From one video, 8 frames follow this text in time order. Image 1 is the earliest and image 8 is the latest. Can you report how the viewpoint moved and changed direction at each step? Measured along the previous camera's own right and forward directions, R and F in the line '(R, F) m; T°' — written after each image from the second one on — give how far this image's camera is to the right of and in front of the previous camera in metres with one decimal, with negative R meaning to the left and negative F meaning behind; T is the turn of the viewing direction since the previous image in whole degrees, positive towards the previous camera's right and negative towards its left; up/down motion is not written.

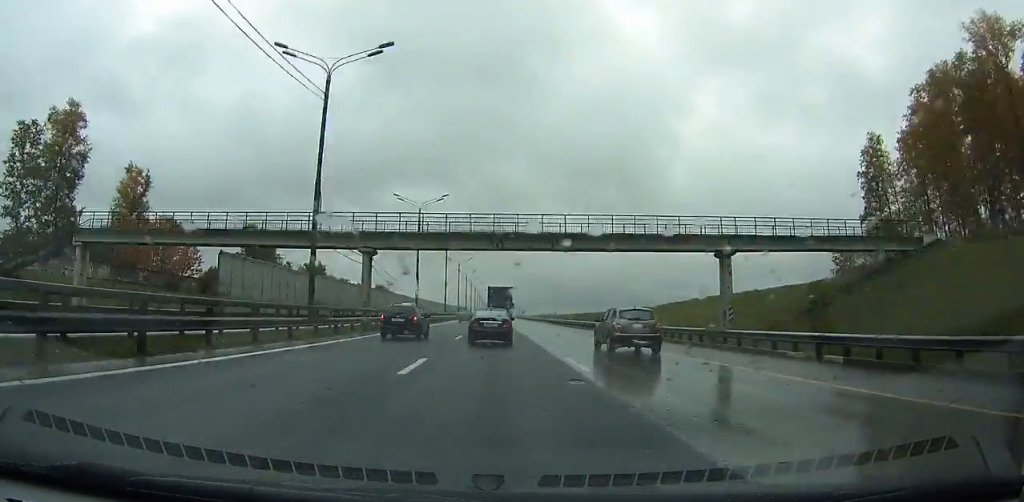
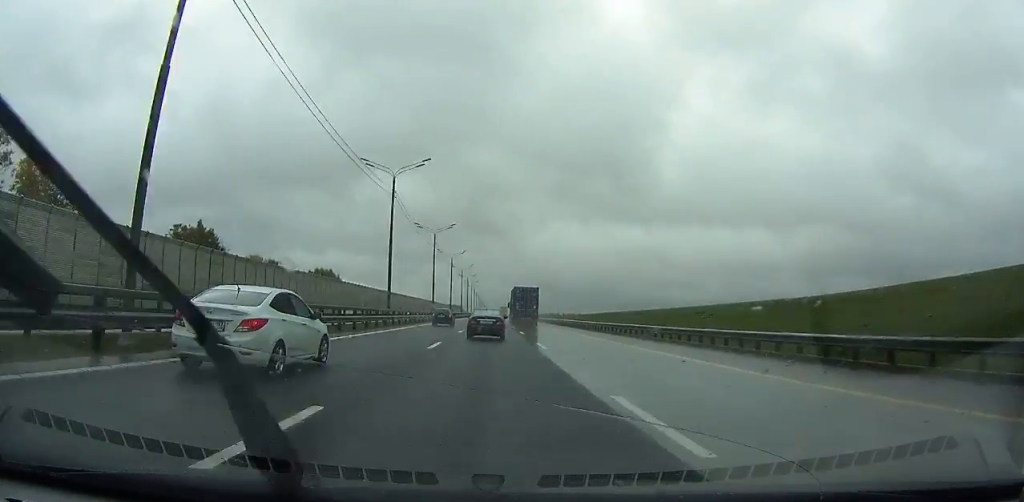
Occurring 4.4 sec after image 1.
(+0.4, +89.5) m; 0°
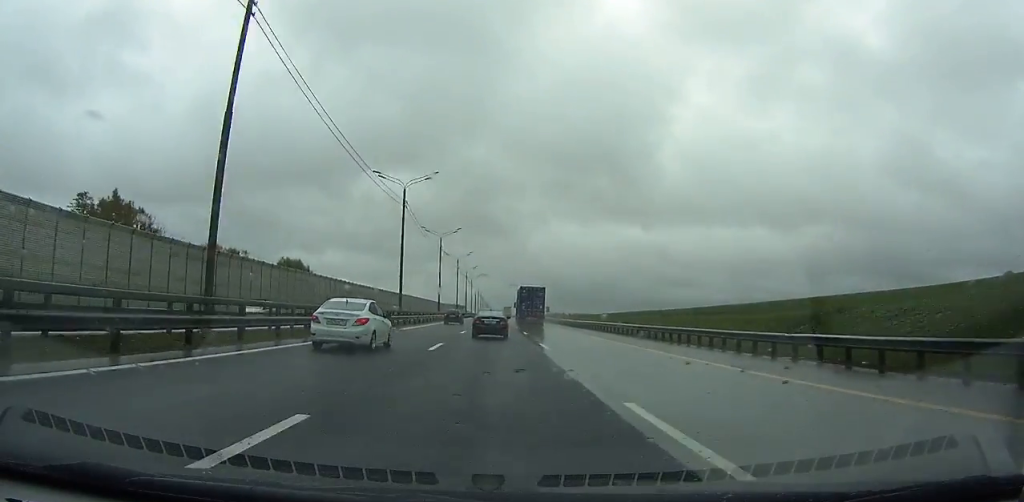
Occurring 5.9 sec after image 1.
(0.0, +32.4) m; 0°
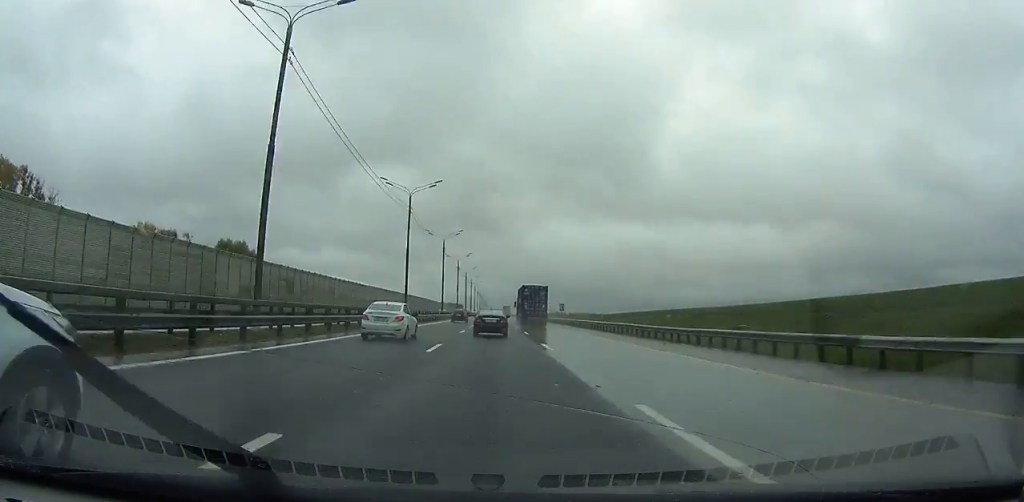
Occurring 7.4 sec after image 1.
(-0.1, +33.1) m; 0°
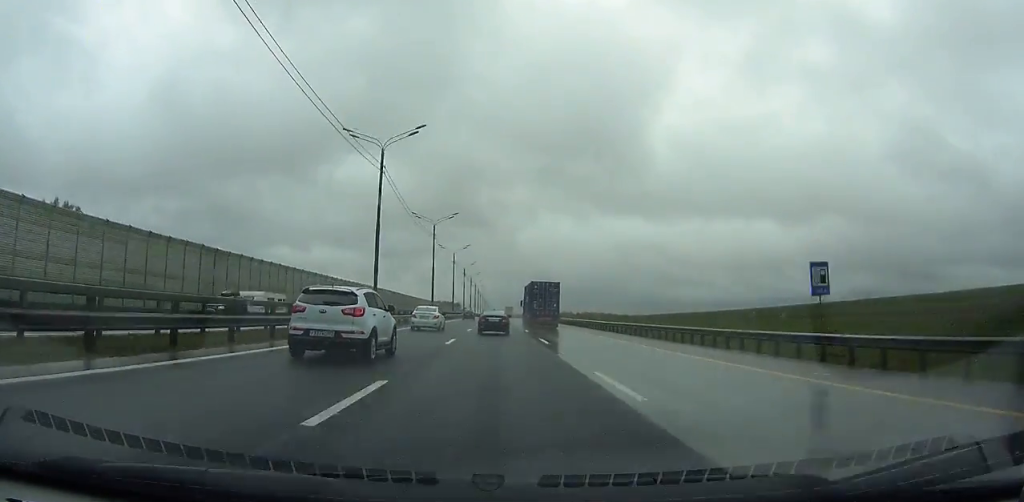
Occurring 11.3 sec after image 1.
(-0.1, +90.5) m; 0°
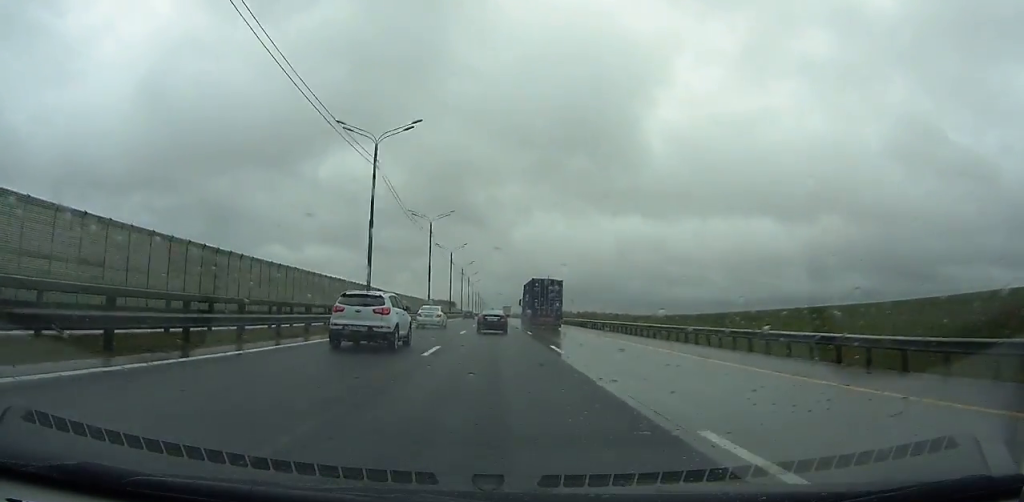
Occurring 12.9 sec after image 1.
(0.0, +38.7) m; 0°
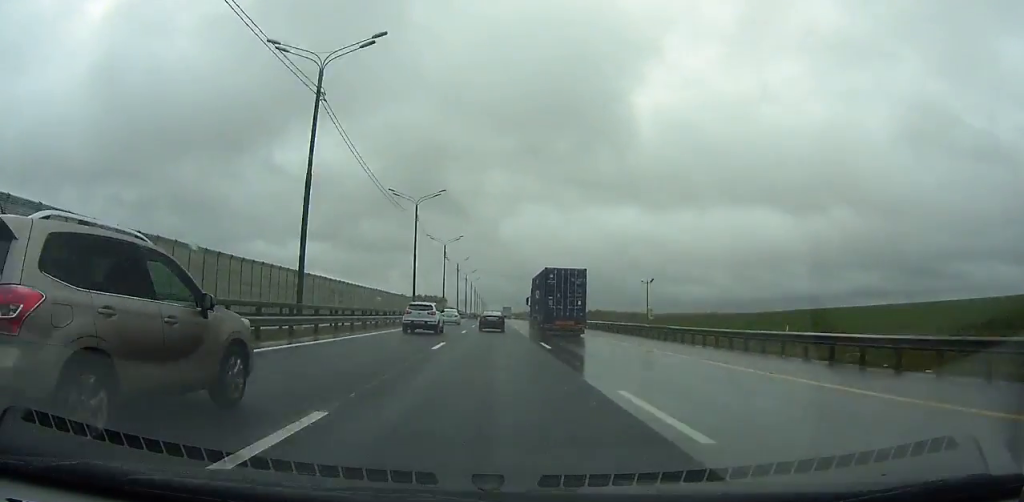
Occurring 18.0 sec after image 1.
(-0.1, +125.9) m; 0°
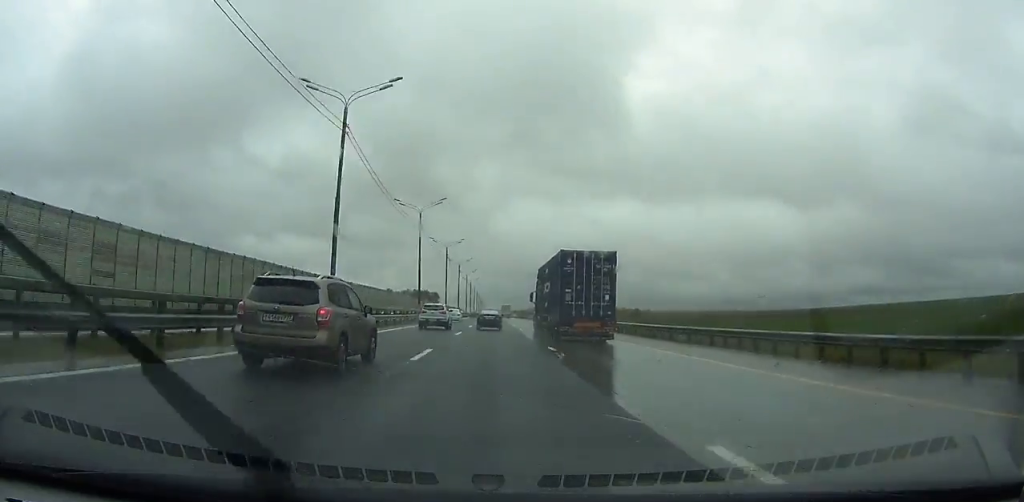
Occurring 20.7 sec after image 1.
(0.0, +67.6) m; 0°
